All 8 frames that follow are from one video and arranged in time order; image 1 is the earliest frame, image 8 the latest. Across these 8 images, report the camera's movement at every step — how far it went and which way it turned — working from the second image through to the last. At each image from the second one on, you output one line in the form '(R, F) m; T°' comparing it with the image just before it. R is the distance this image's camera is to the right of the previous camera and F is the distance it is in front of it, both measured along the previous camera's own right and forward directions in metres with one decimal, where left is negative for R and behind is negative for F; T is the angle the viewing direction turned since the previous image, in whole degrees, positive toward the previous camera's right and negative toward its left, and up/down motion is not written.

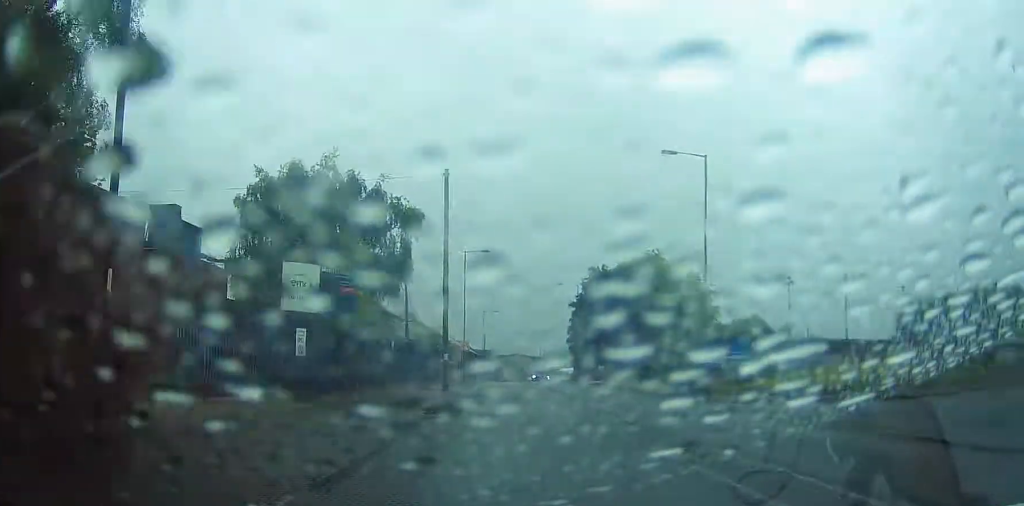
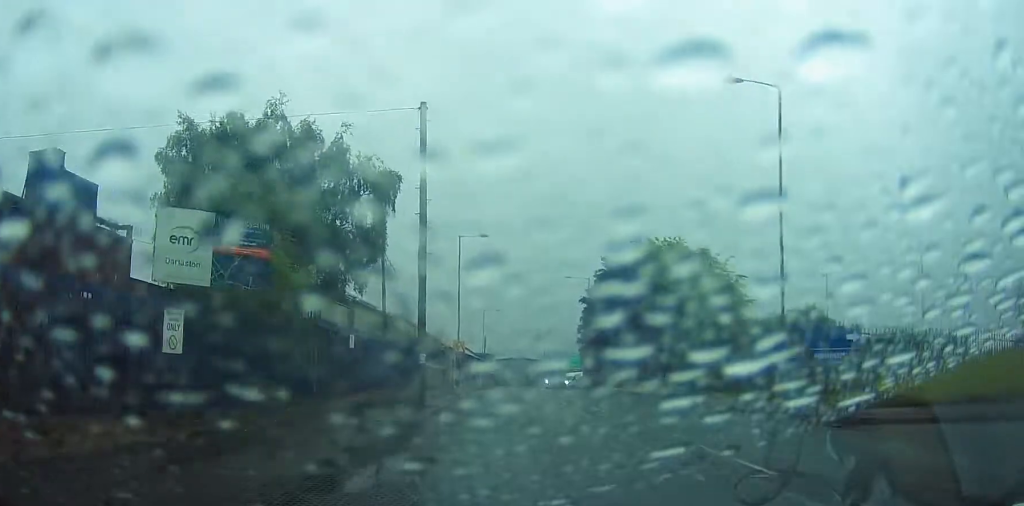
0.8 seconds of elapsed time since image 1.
(0.0, +8.4) m; 0°
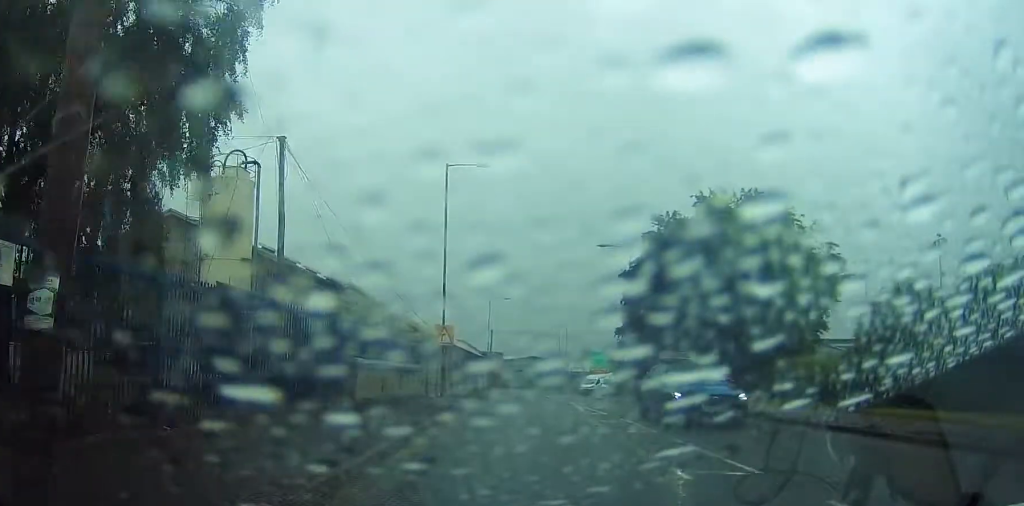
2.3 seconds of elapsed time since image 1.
(0.0, +17.0) m; 0°
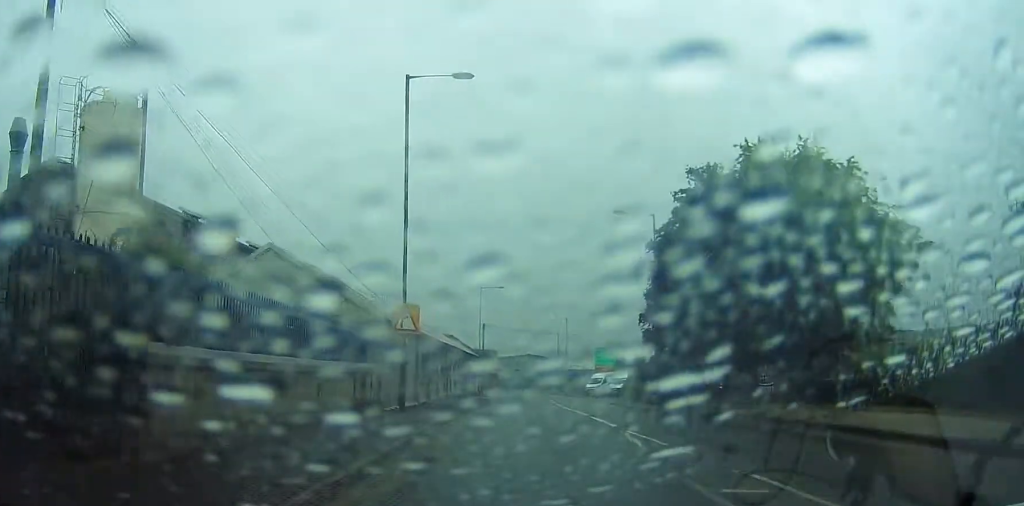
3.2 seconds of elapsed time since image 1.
(0.0, +9.7) m; 0°
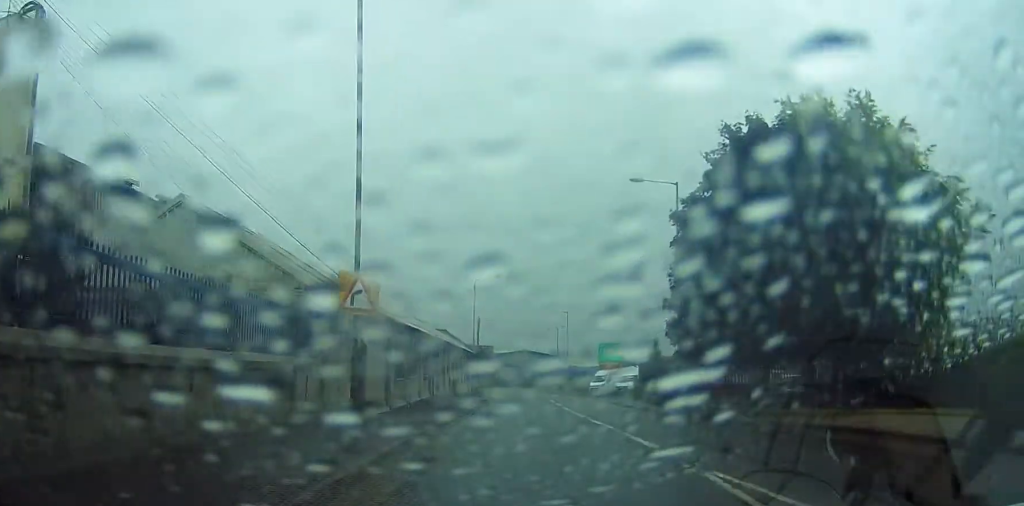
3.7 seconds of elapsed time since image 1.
(0.0, +5.7) m; 0°
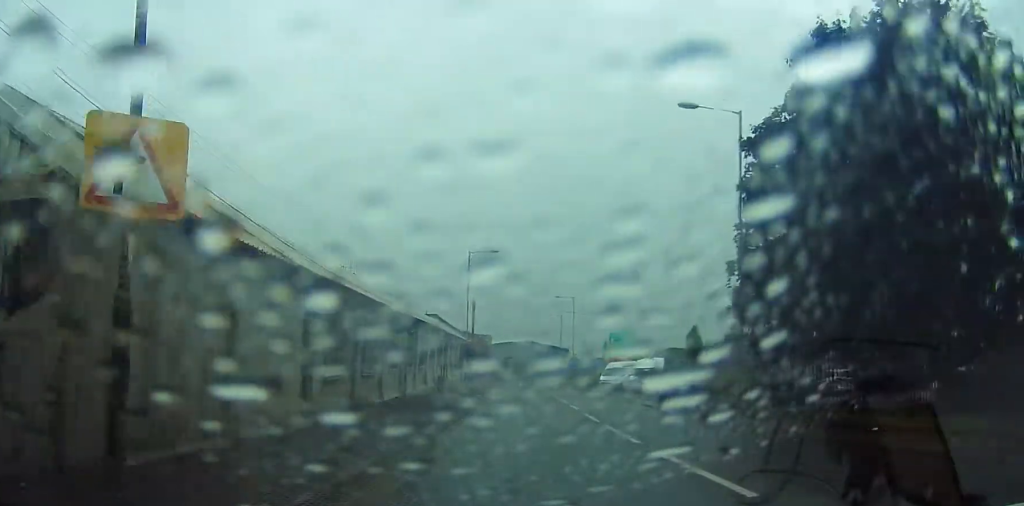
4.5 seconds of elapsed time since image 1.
(0.0, +8.6) m; 0°
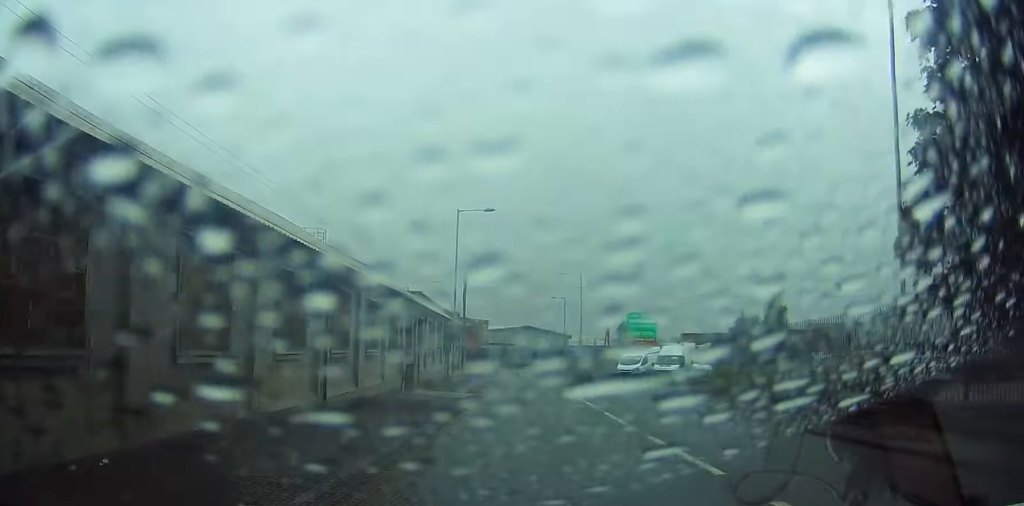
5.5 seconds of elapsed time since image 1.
(0.0, +10.3) m; 0°
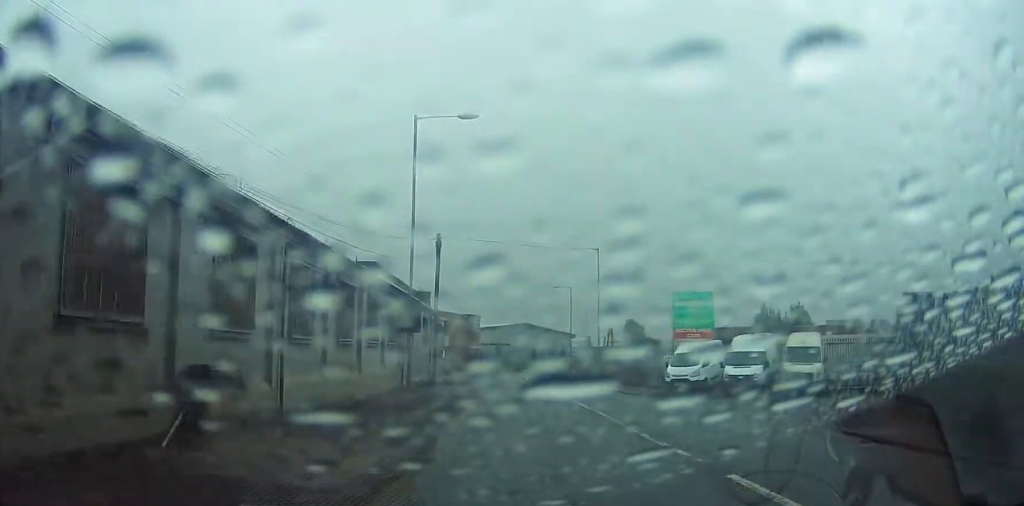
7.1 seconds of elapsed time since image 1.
(0.0, +16.9) m; 0°
